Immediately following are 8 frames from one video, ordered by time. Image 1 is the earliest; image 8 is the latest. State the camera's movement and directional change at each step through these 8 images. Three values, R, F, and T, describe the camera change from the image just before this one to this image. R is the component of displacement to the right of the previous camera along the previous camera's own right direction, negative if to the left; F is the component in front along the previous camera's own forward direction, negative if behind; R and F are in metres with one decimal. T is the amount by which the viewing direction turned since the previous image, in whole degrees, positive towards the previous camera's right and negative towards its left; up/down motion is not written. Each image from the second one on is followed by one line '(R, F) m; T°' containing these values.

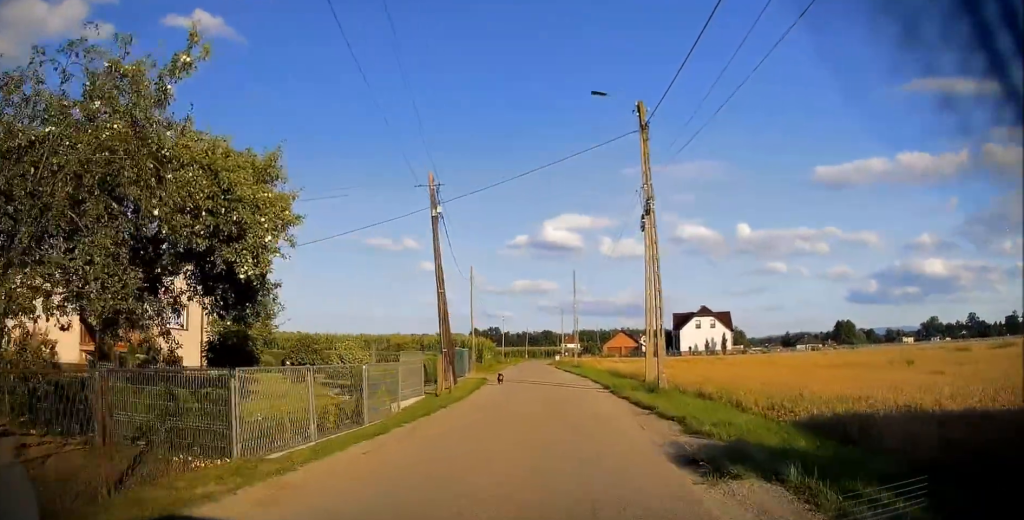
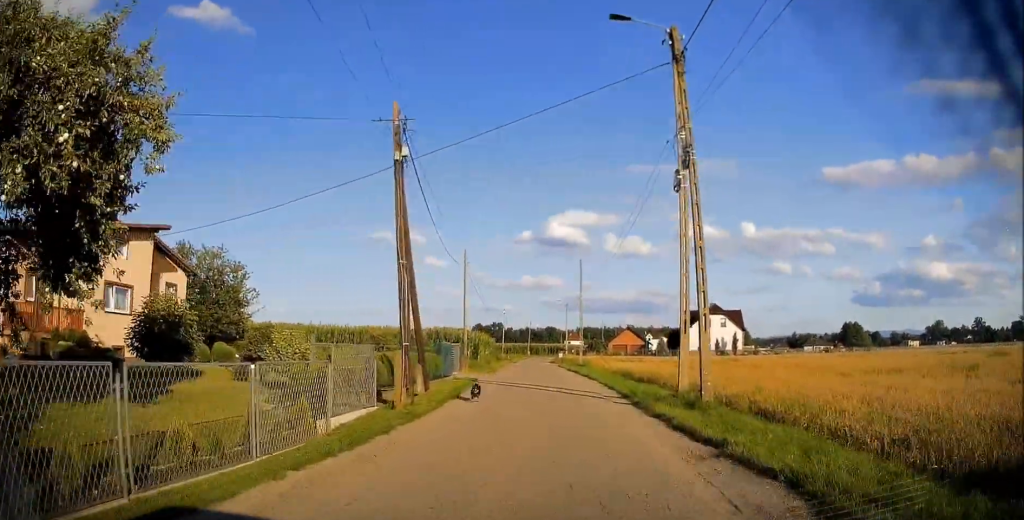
(-0.1, +5.0) m; +1°
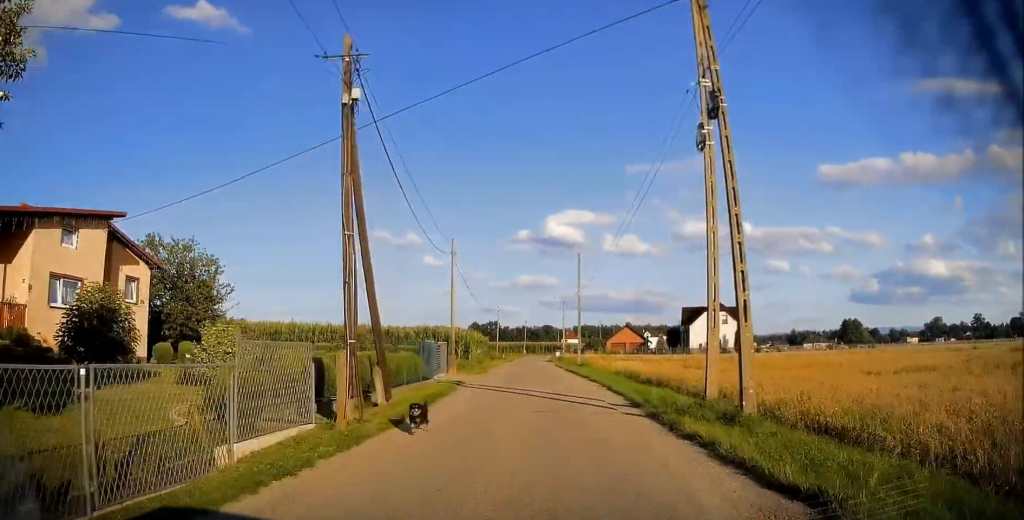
(+0.1, +3.2) m; +1°
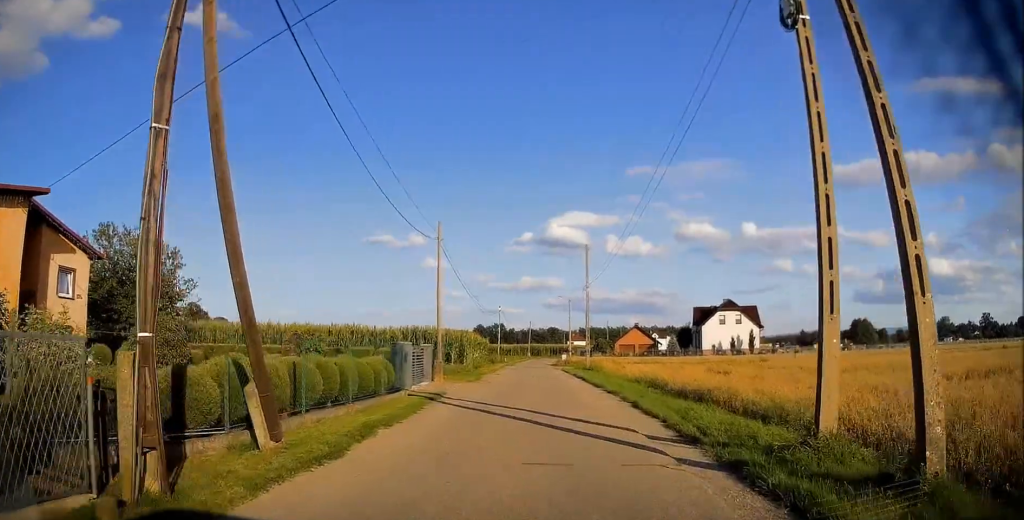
(+0.1, +5.2) m; 0°
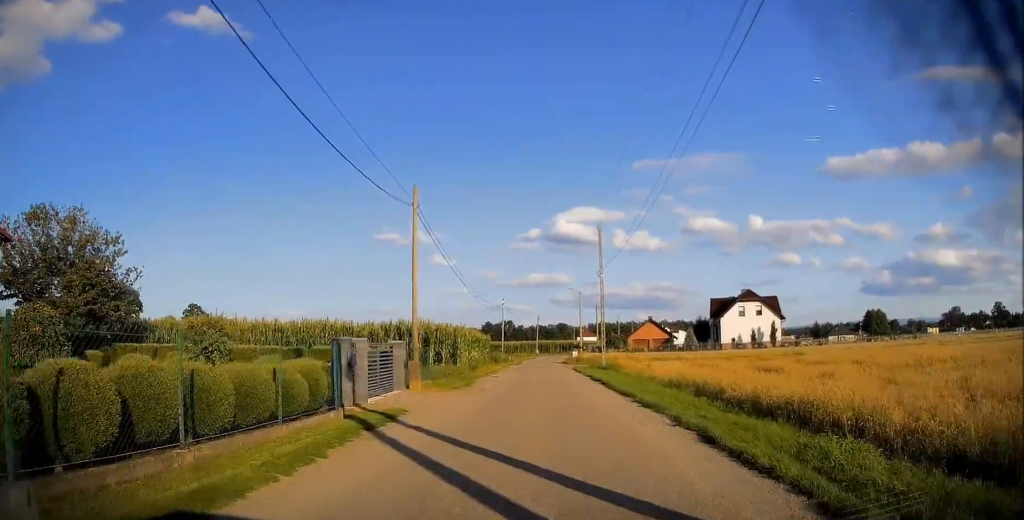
(-0.1, +6.4) m; -2°
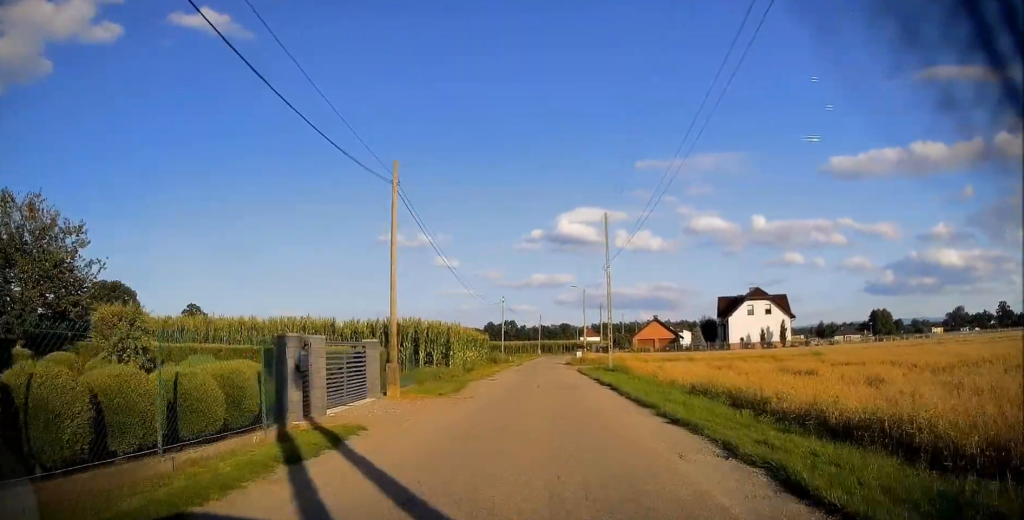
(-0.1, +3.2) m; 0°
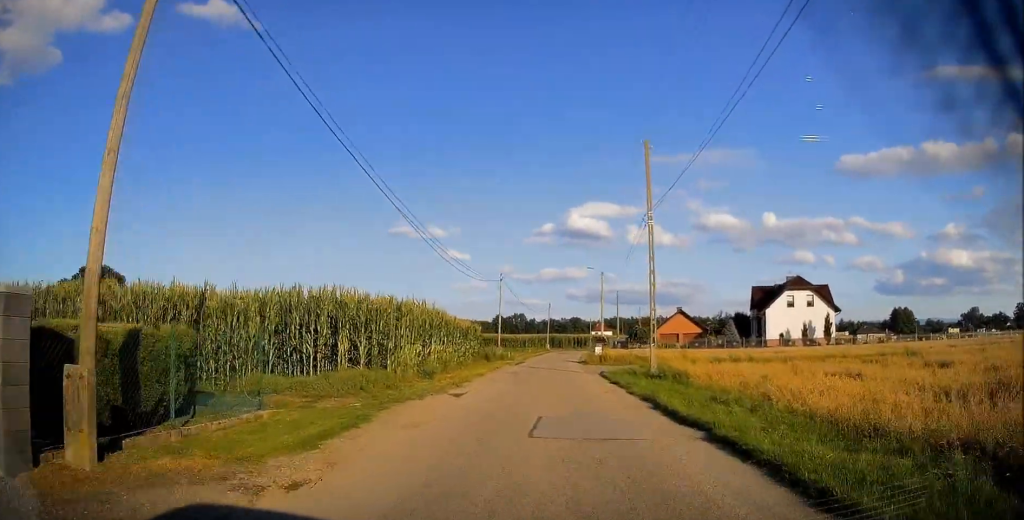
(-0.1, +13.0) m; -1°
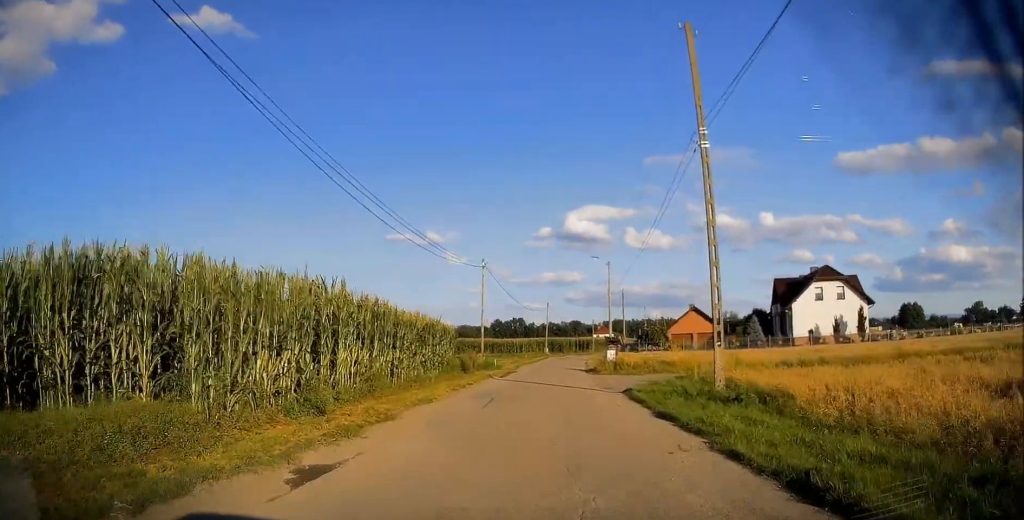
(+0.2, +9.8) m; 0°
